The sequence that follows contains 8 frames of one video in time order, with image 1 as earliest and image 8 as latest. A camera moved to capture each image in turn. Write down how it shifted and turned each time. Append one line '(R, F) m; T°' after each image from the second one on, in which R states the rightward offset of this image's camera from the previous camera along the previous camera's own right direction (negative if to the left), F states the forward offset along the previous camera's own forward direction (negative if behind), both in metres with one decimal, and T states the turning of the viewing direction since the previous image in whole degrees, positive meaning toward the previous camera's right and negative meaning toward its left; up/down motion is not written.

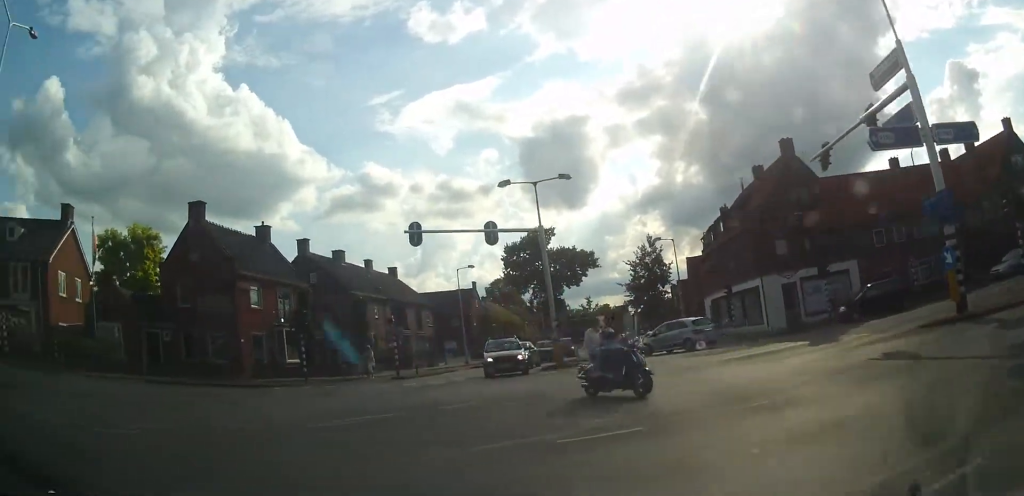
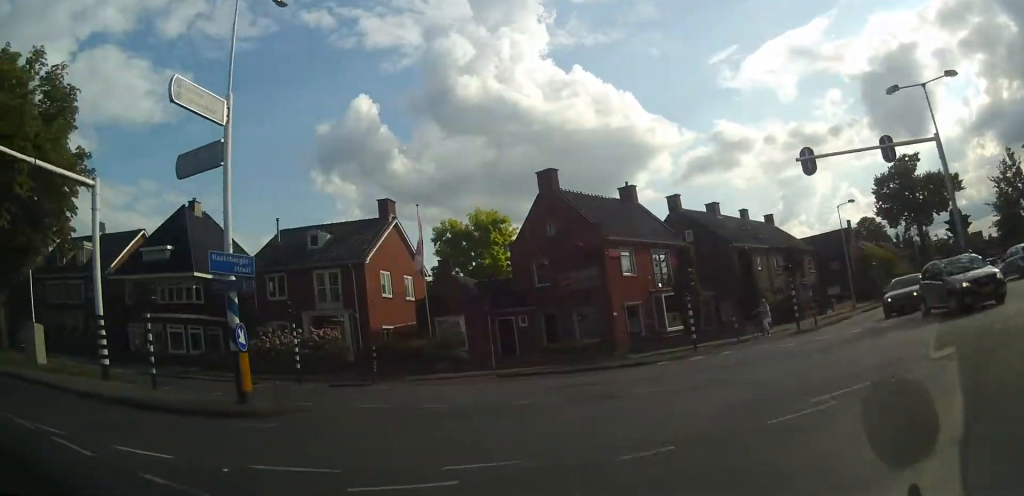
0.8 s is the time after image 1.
(0.0, +4.3) m; -15°
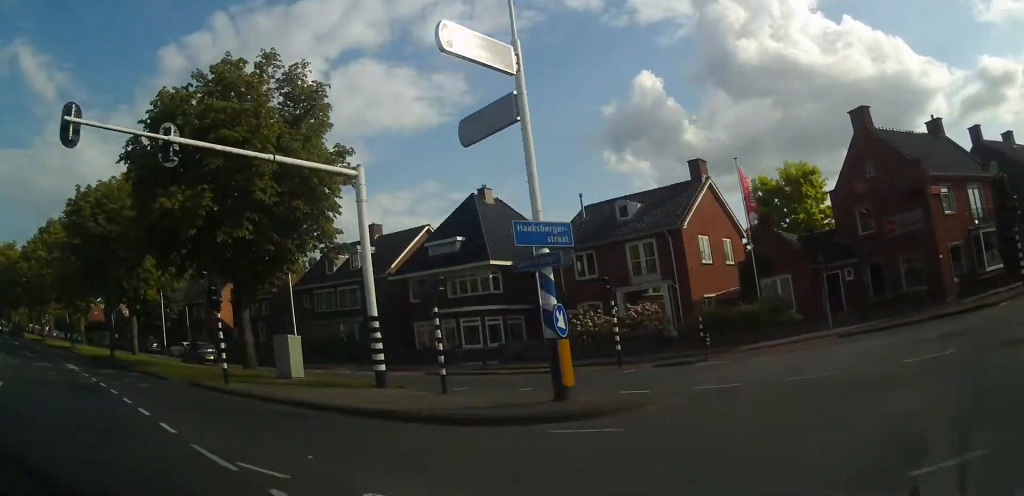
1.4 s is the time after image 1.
(-0.7, +2.5) m; -20°
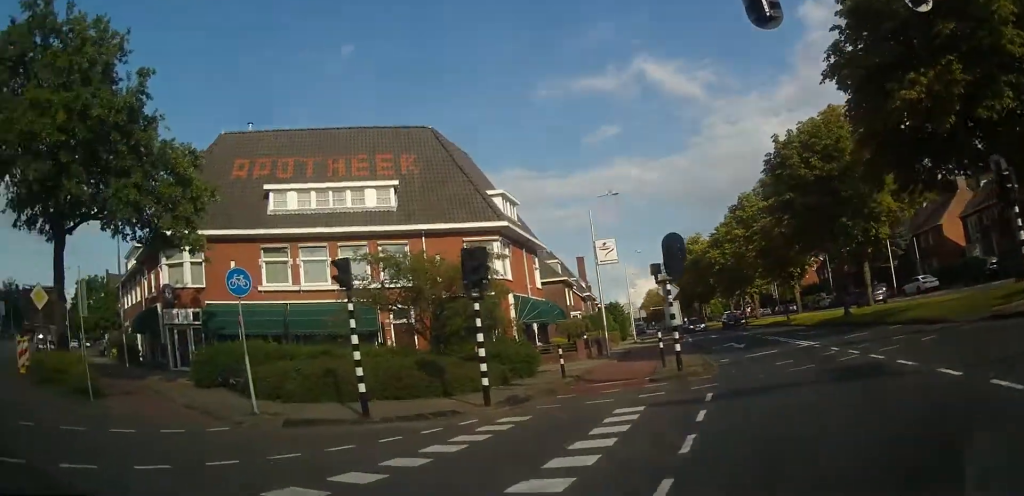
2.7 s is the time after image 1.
(-1.7, +4.7) m; -53°
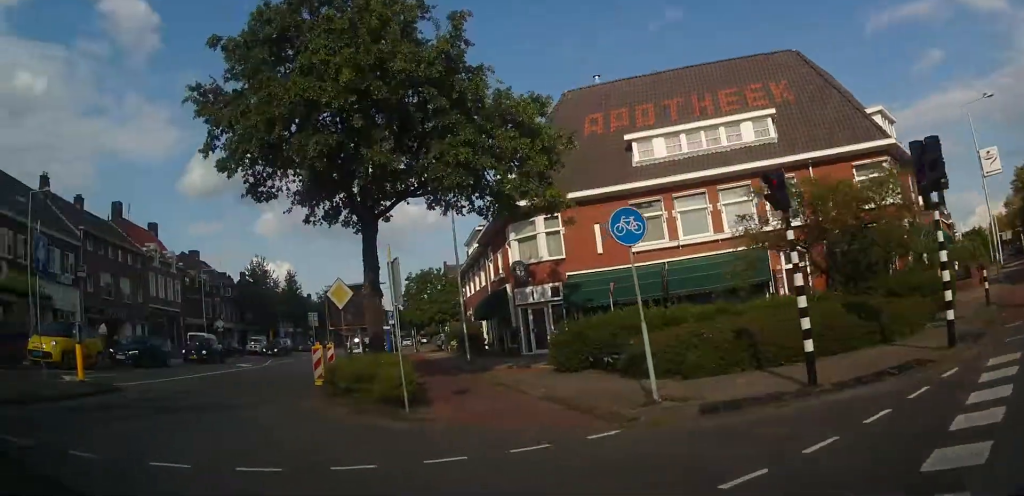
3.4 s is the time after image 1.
(-1.1, +2.2) m; -33°
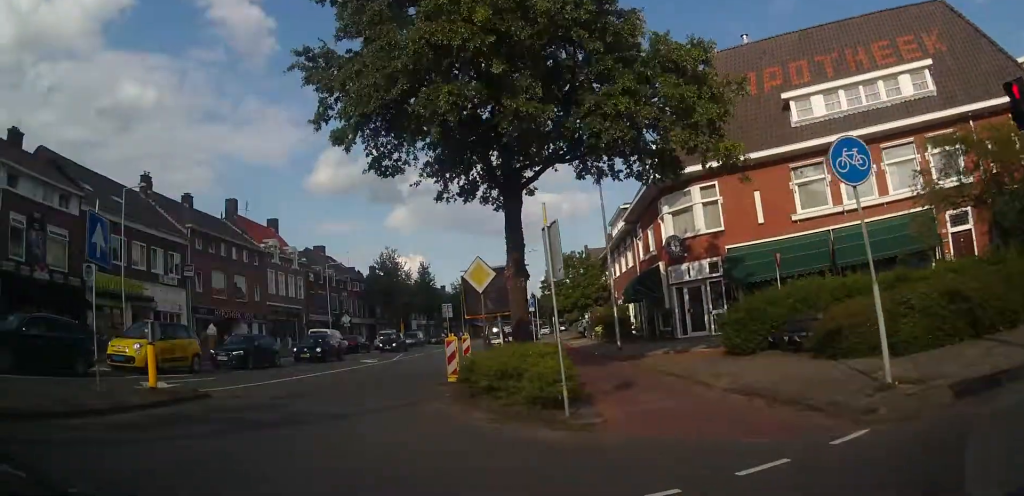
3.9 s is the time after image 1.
(-0.3, +1.6) m; -19°
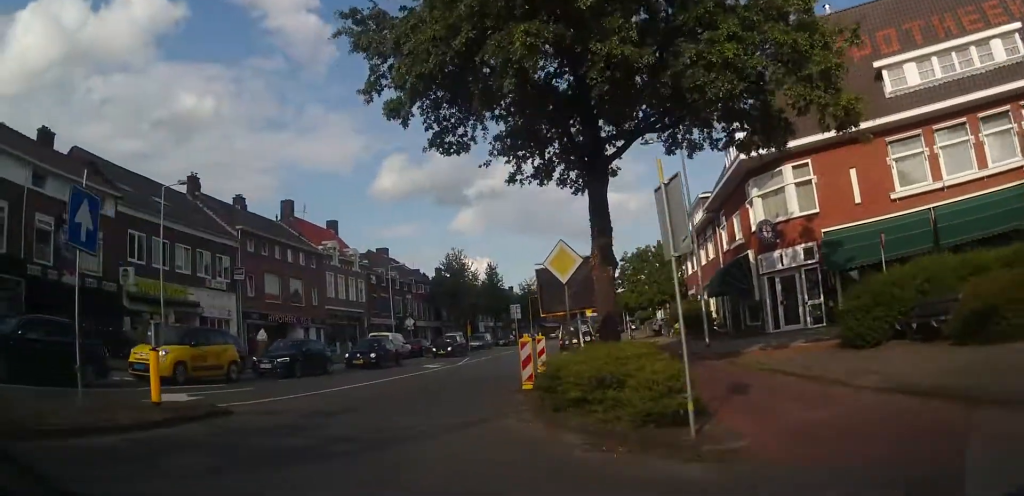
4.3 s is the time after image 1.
(-0.3, +1.6) m; -15°
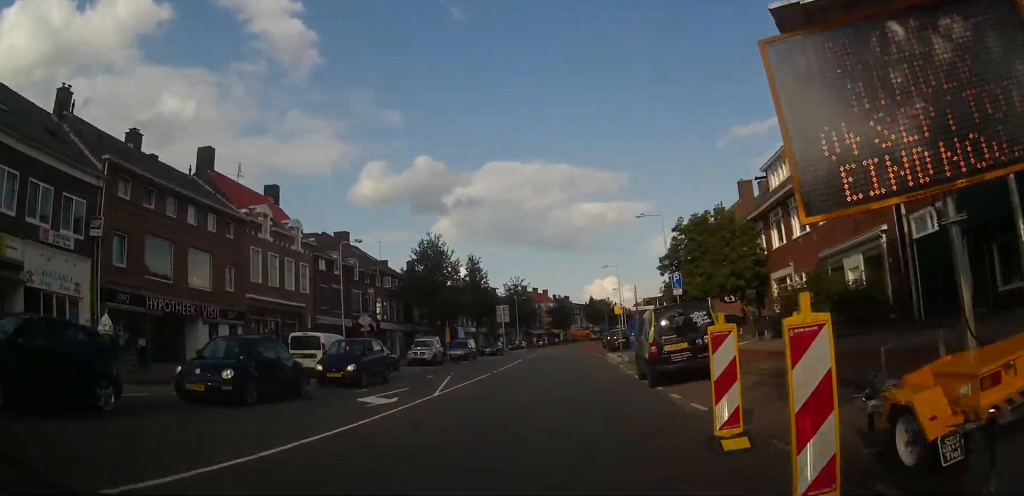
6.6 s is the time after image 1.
(-5.2, +10.8) m; -30°
